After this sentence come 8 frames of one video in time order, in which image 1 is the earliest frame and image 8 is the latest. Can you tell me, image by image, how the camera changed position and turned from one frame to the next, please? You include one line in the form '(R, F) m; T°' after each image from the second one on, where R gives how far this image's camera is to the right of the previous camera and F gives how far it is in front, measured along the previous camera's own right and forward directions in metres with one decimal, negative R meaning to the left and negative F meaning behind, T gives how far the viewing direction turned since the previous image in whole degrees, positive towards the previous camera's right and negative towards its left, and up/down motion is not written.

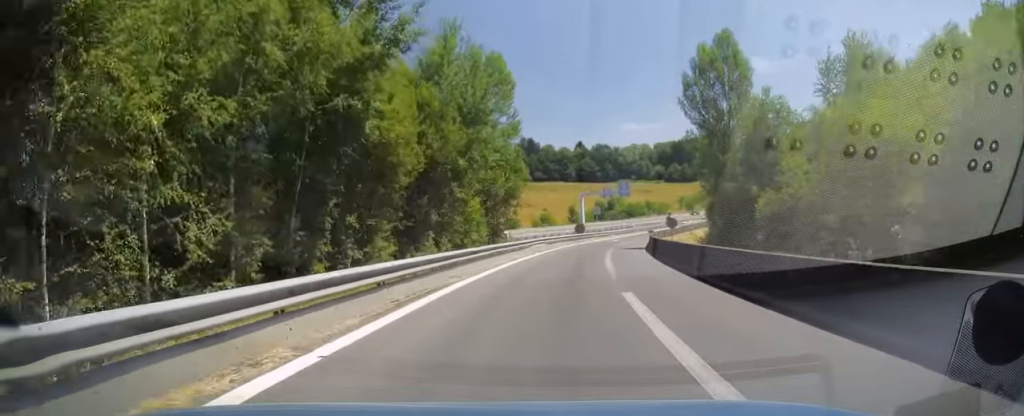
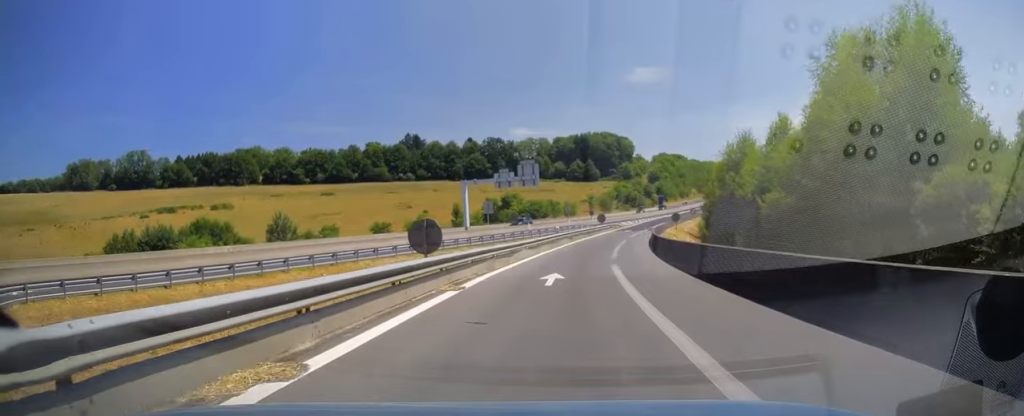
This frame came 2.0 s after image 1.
(+4.4, +43.1) m; +11°
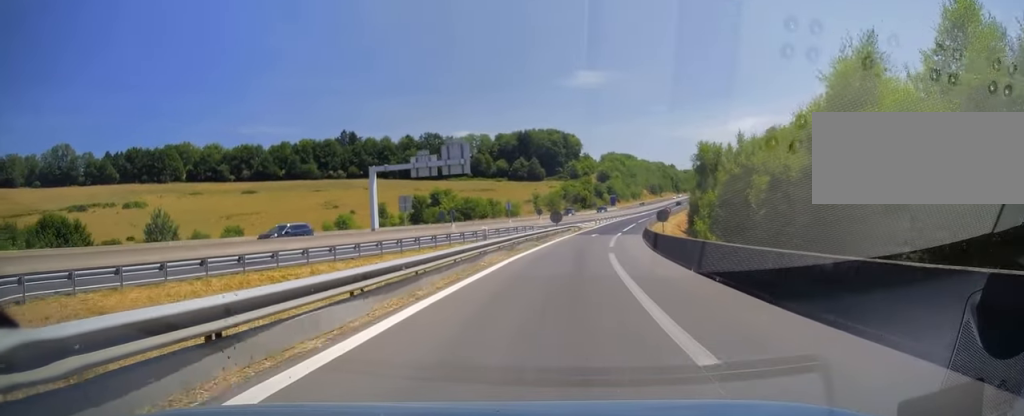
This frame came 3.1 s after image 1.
(+0.7, +21.9) m; +5°
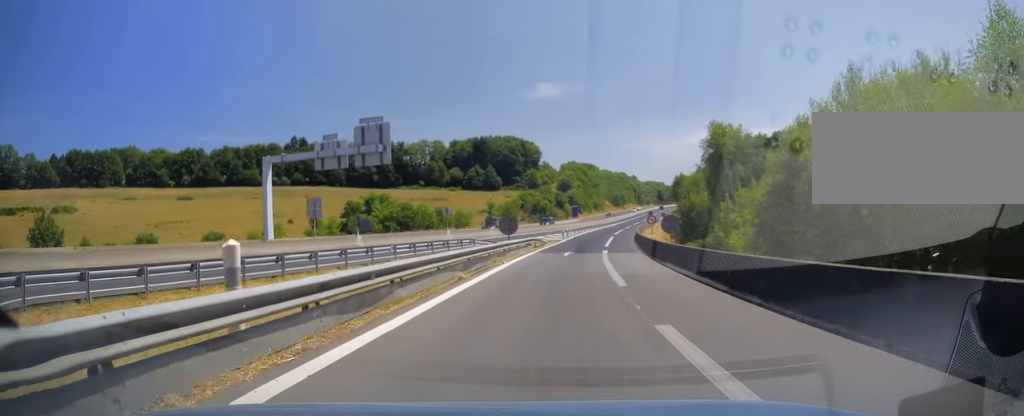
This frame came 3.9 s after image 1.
(+0.6, +17.4) m; +5°
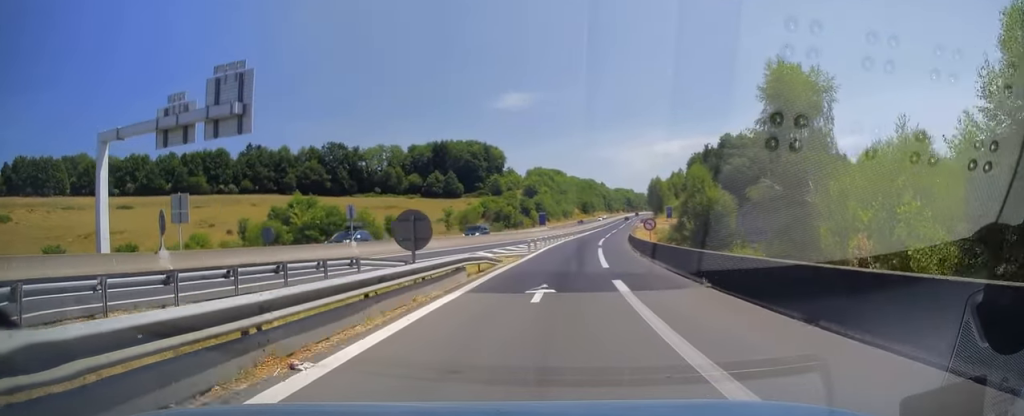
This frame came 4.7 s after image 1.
(+0.8, +17.3) m; +4°
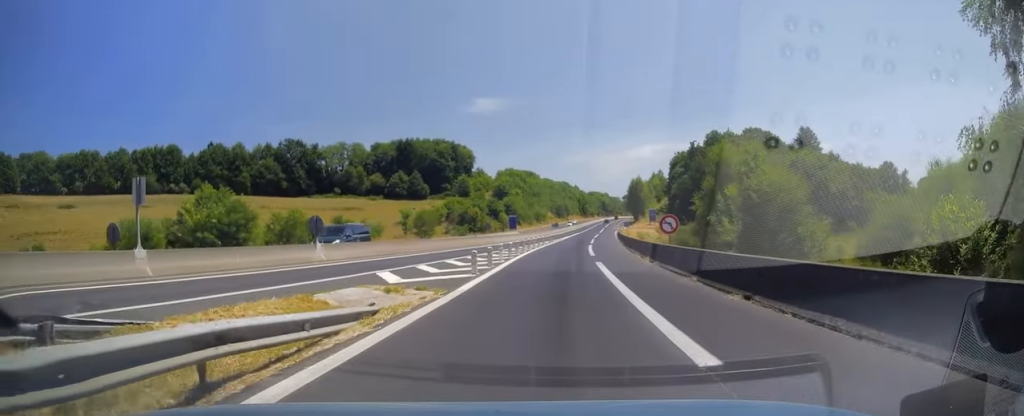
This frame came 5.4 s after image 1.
(+0.3, +16.1) m; +3°
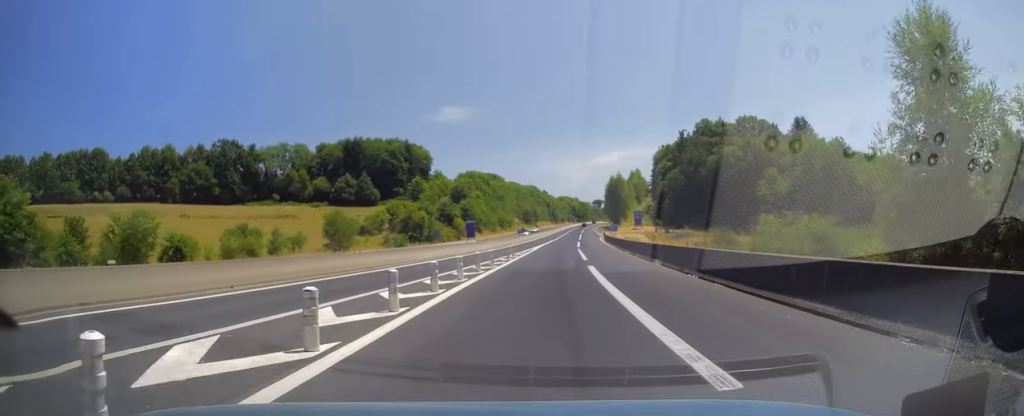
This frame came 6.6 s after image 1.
(+1.2, +25.8) m; +4°
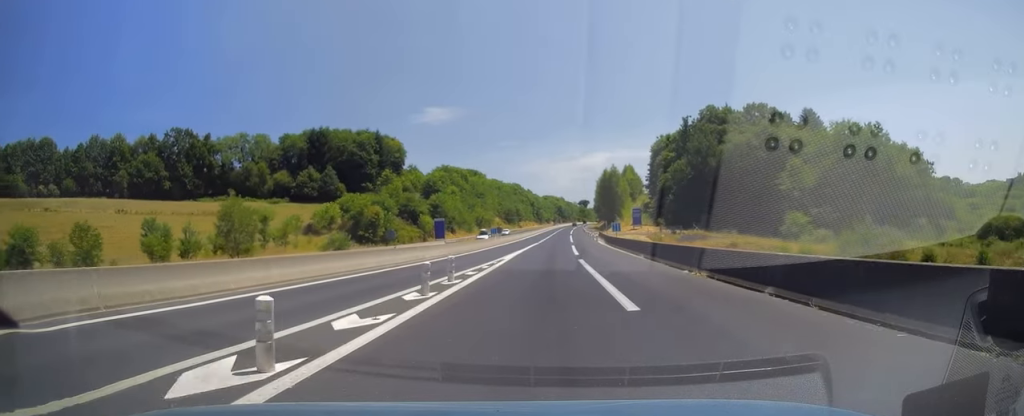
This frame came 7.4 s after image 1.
(+0.3, +20.0) m; +2°
